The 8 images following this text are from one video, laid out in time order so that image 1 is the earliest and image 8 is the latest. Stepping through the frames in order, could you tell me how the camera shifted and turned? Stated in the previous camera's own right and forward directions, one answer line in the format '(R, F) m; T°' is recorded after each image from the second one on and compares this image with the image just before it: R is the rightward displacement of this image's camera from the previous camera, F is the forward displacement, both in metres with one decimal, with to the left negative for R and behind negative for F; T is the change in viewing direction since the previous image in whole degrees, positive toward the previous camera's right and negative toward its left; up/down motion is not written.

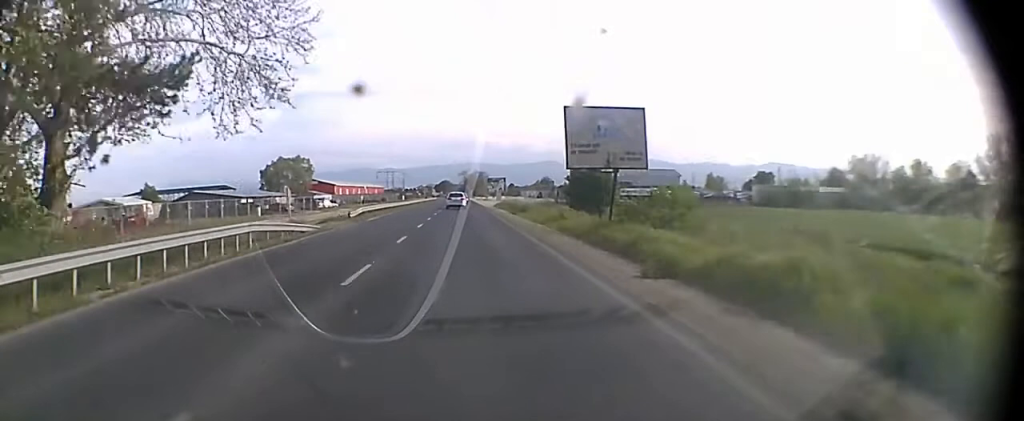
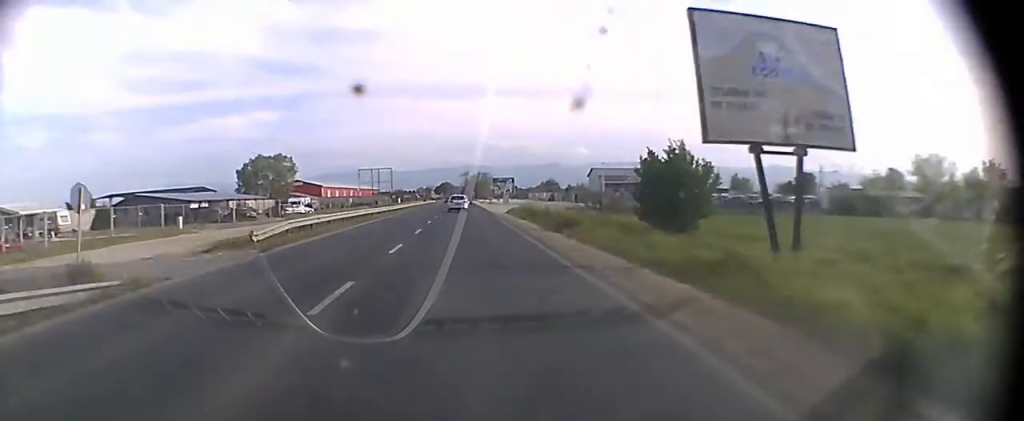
(0.0, +20.1) m; 0°
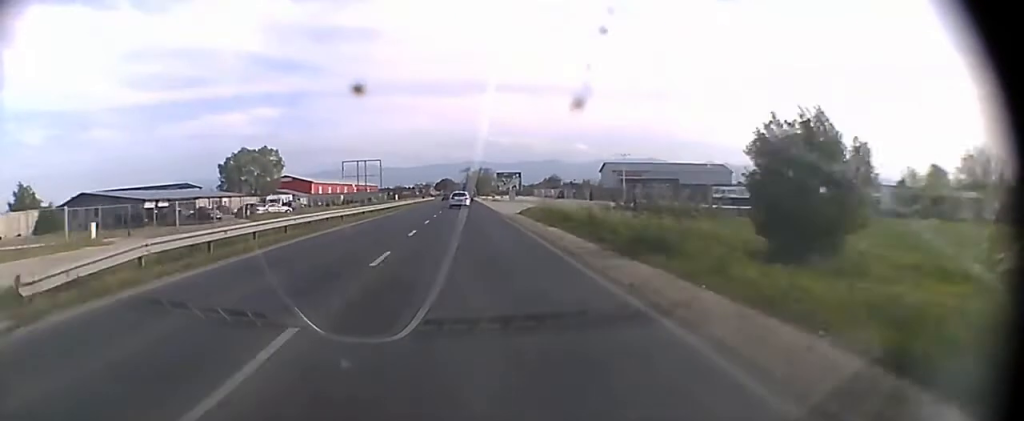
(0.0, +12.8) m; 0°
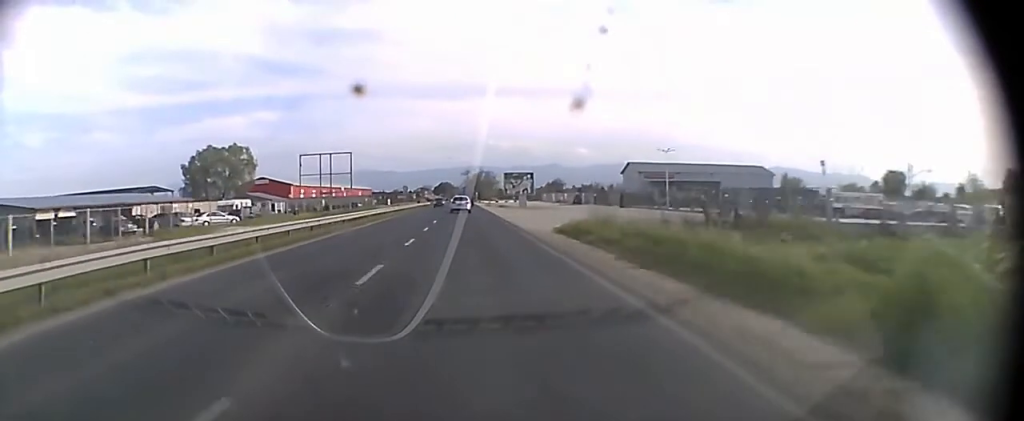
(0.0, +20.1) m; 0°
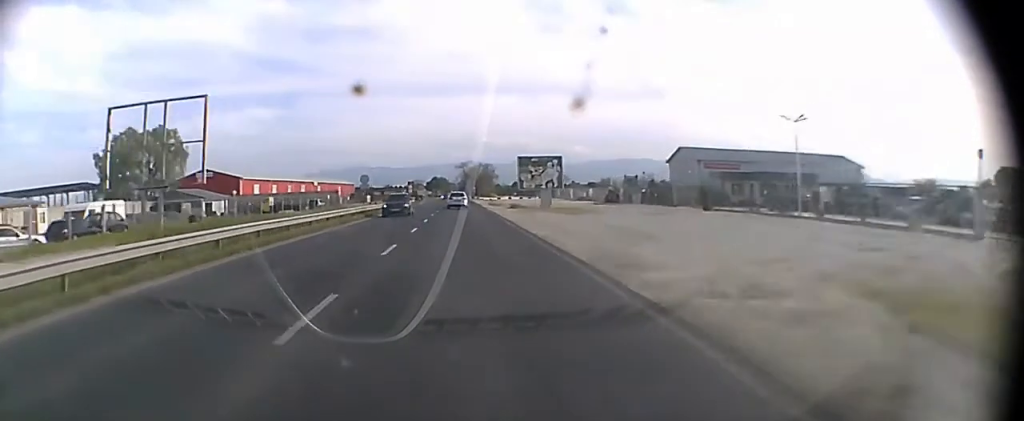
(+0.1, +31.1) m; 0°
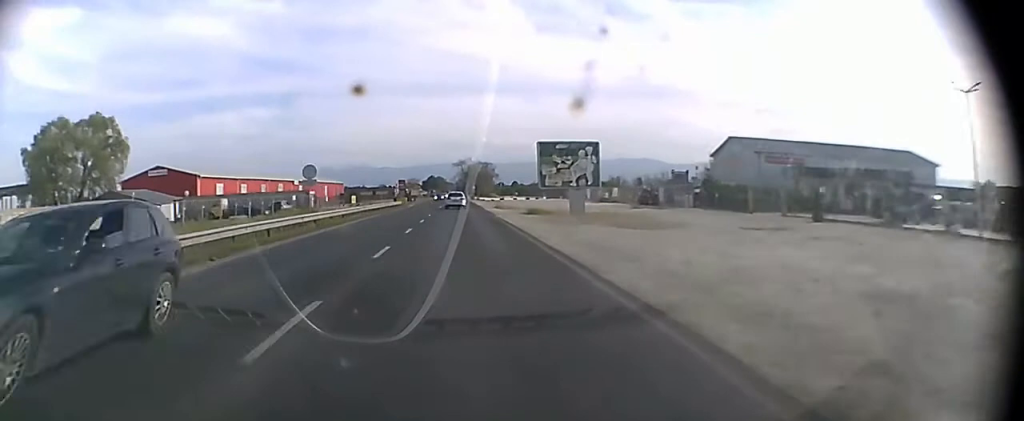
(0.0, +18.3) m; 0°
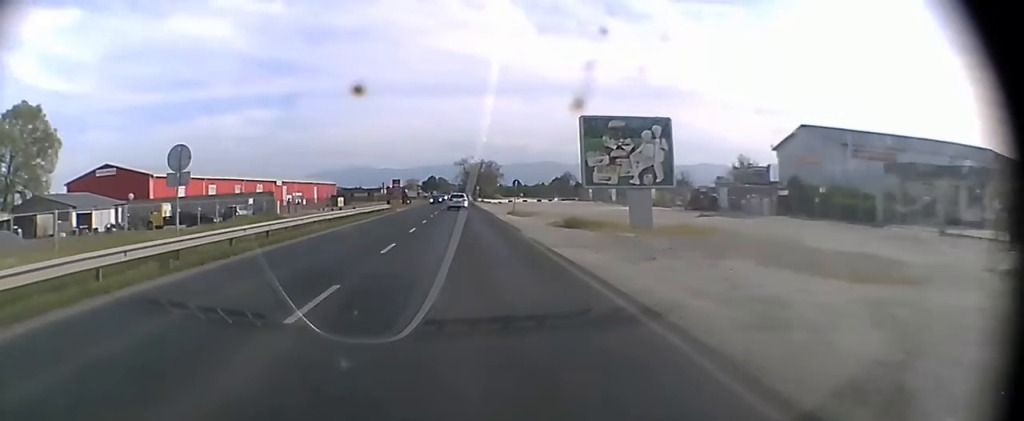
(0.0, +16.3) m; 0°
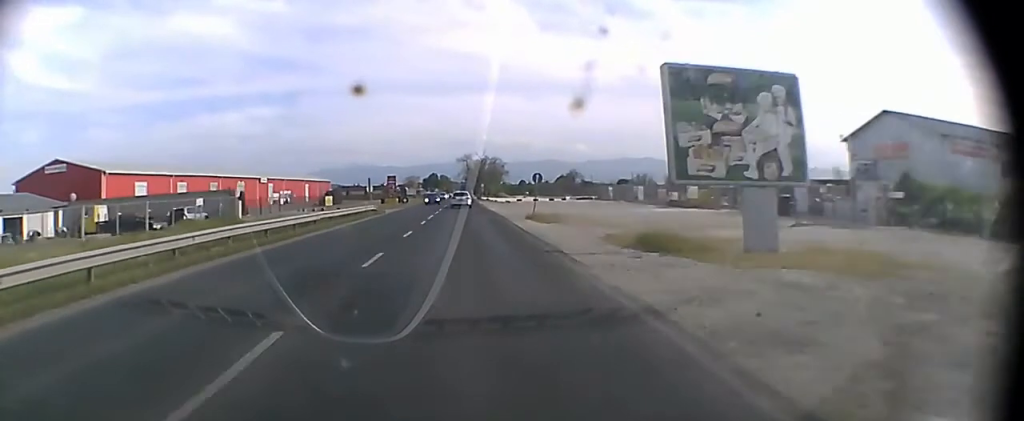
(0.0, +10.7) m; 0°
